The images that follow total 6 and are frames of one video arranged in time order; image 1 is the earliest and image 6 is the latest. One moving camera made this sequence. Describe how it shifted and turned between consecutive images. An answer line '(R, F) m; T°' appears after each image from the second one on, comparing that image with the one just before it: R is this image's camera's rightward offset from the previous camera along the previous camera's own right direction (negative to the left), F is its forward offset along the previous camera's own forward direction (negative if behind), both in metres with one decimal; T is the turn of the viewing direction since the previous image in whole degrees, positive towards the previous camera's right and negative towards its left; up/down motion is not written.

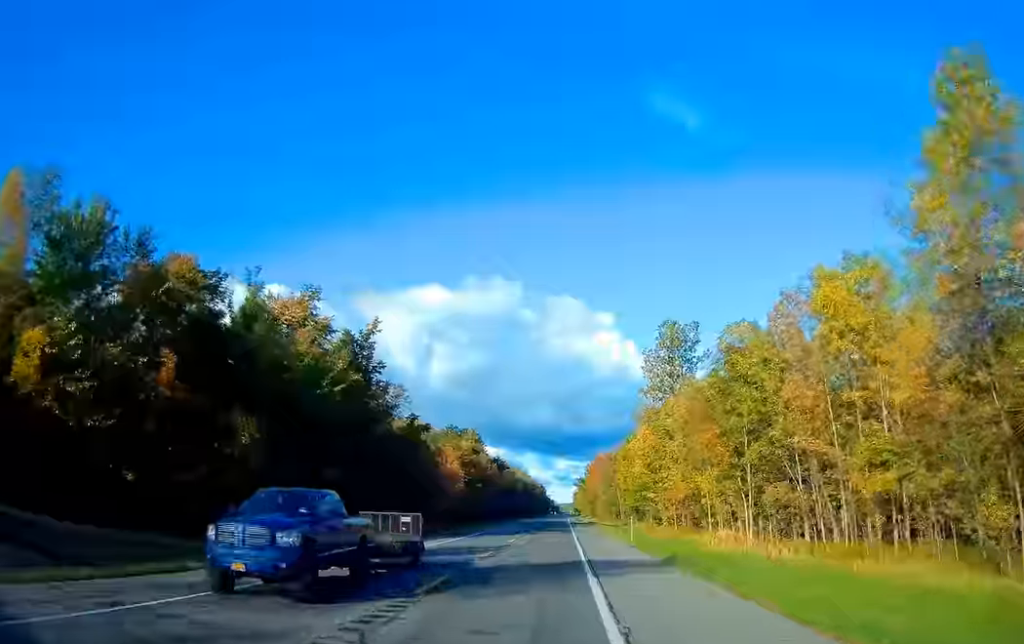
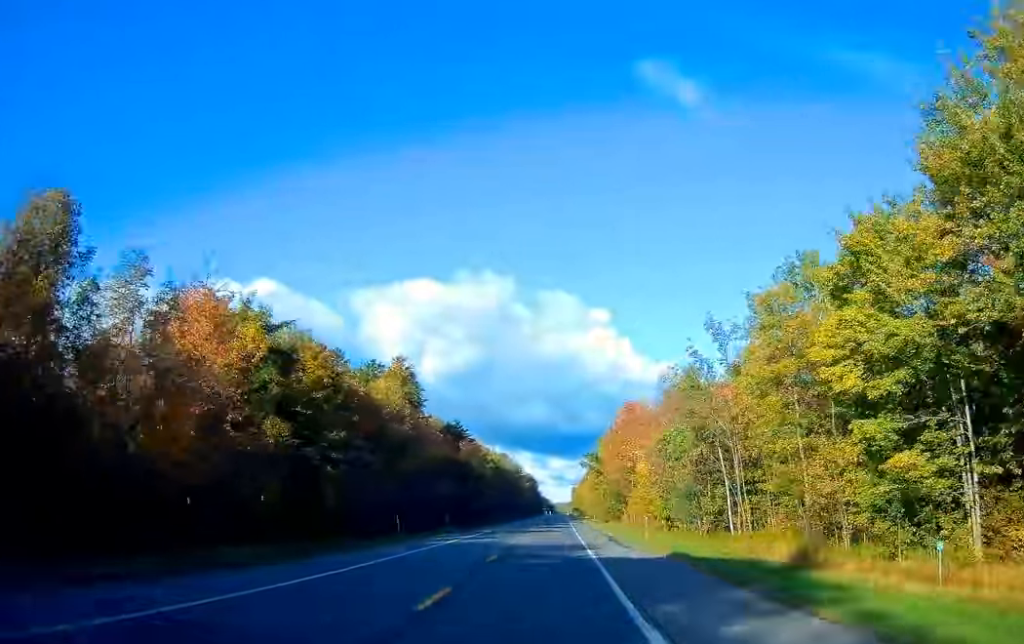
(-0.6, +88.2) m; 0°
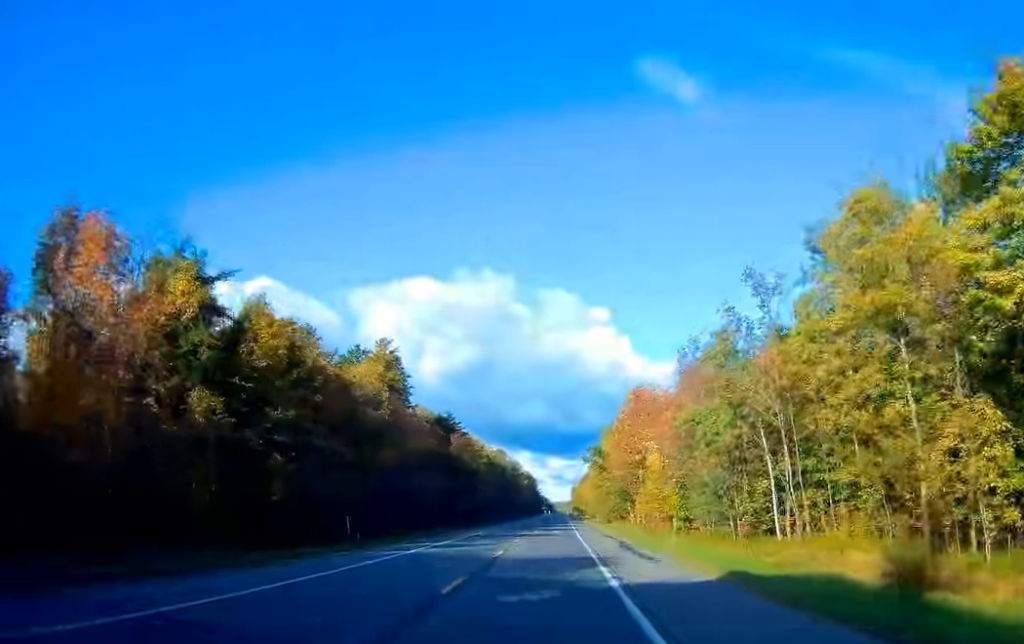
(+0.1, +10.4) m; 0°
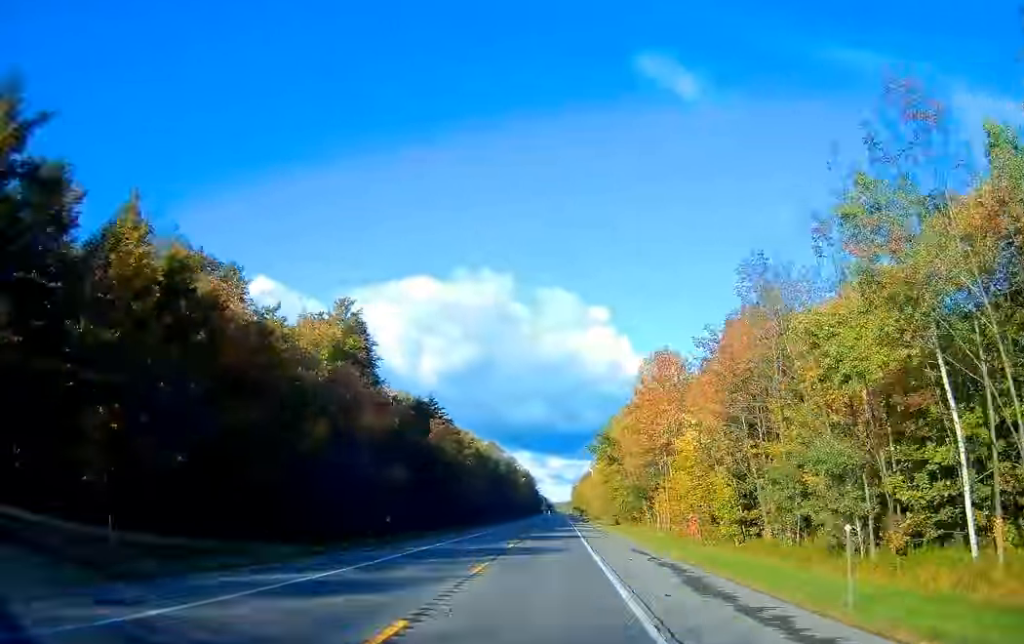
(+0.3, +18.7) m; 0°
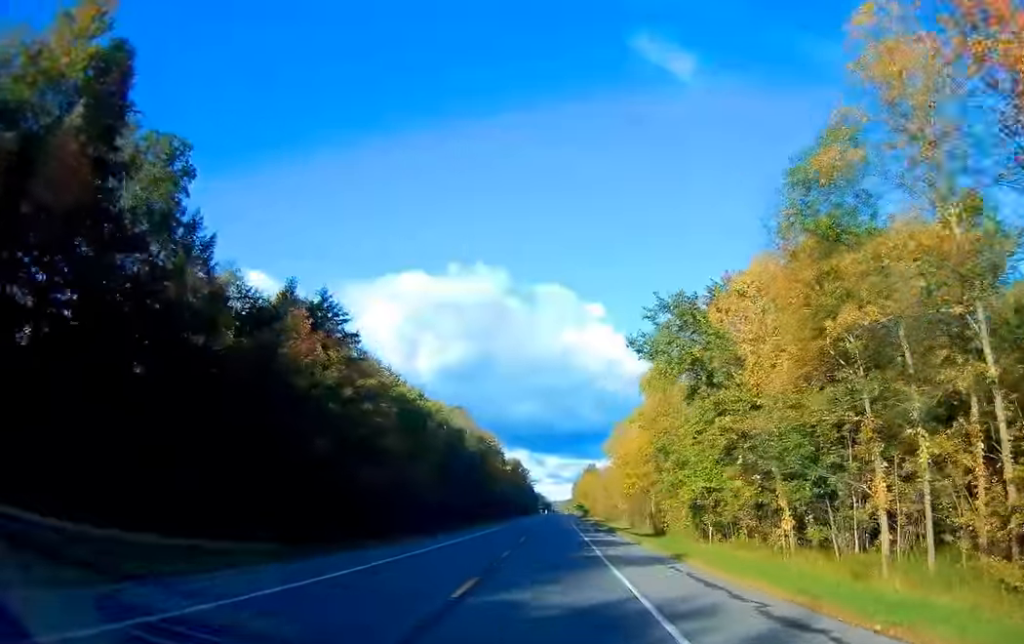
(0.0, +54.8) m; +1°
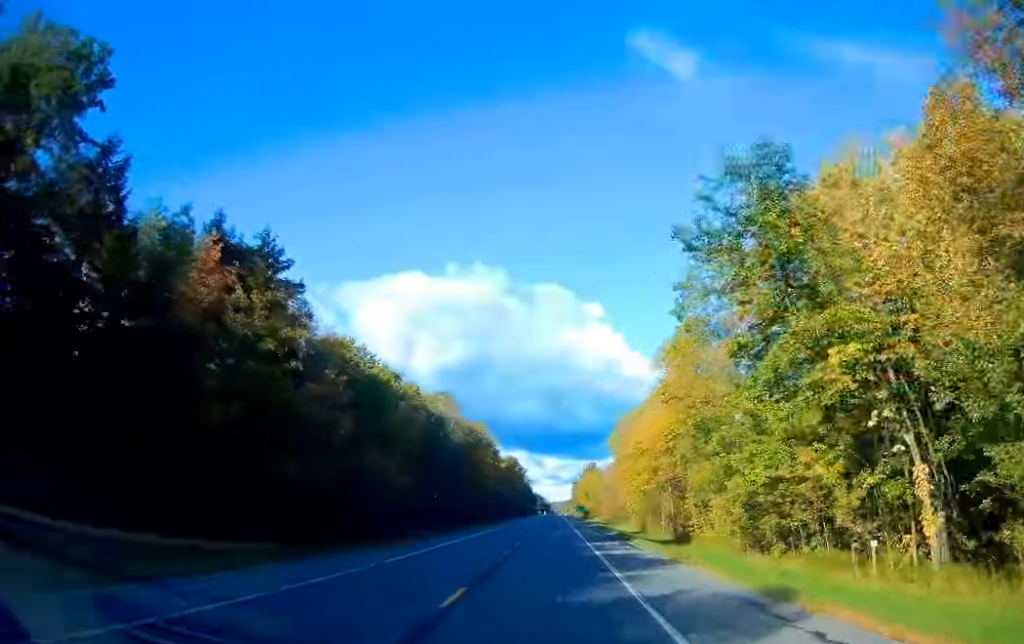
(0.0, +13.4) m; 0°
